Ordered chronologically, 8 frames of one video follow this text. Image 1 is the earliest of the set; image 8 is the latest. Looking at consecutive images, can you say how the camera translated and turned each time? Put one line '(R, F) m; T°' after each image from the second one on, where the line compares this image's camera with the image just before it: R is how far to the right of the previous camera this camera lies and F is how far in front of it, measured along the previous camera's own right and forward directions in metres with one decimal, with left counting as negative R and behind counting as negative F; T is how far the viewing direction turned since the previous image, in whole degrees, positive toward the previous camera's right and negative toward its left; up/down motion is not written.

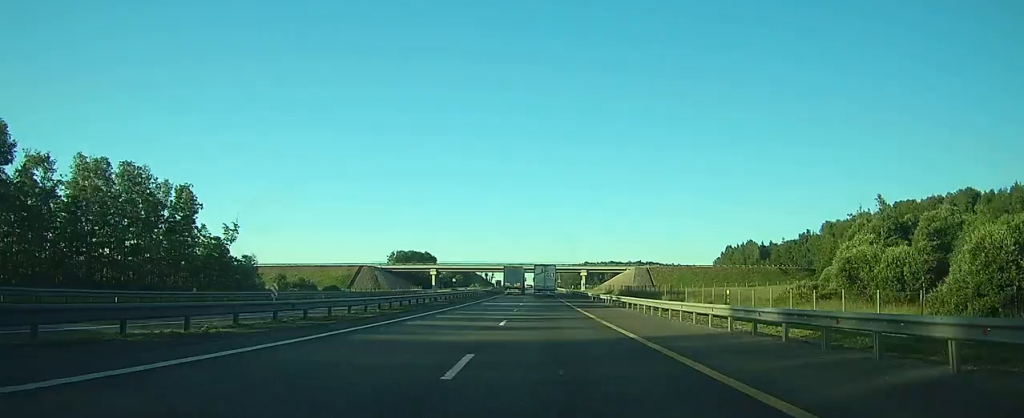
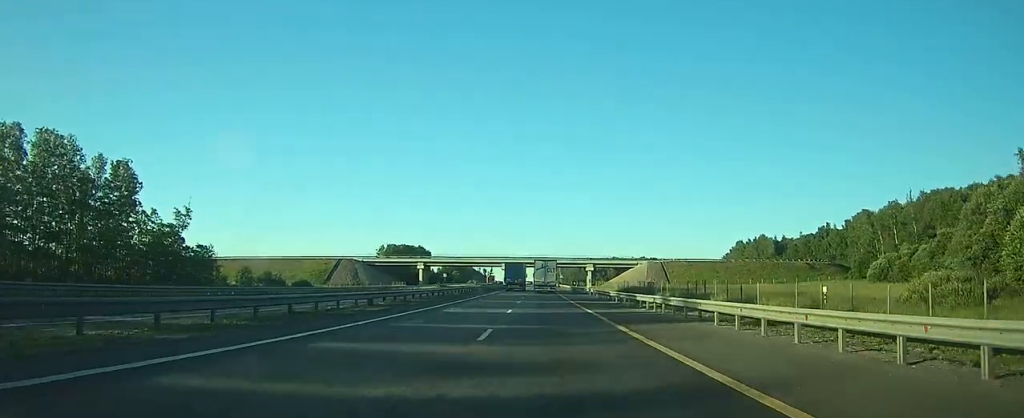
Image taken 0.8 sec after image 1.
(+0.1, +18.7) m; 0°
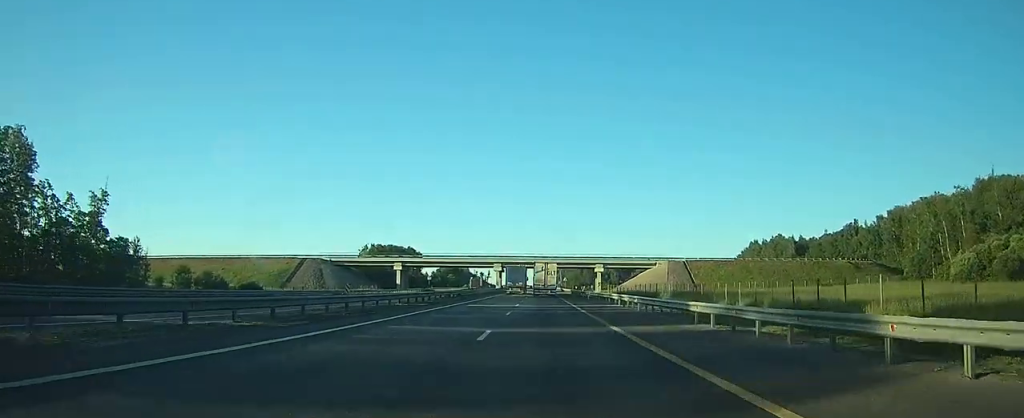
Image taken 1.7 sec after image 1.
(0.0, +23.7) m; 0°
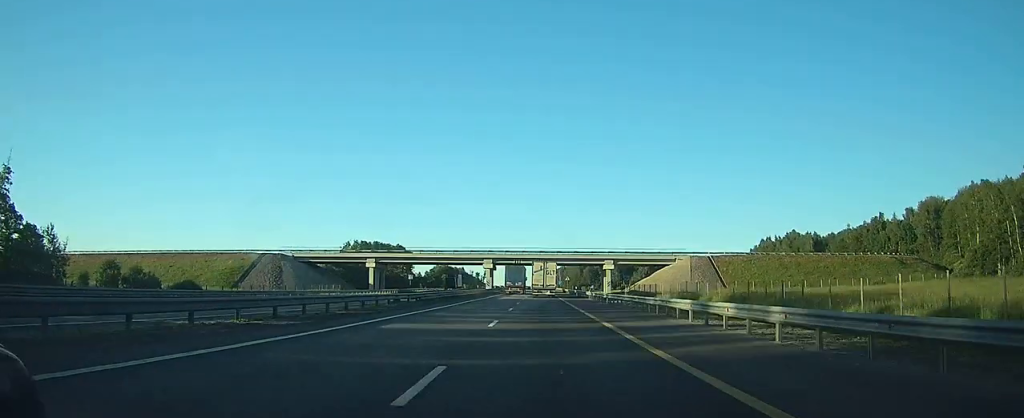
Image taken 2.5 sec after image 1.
(0.0, +19.7) m; 0°
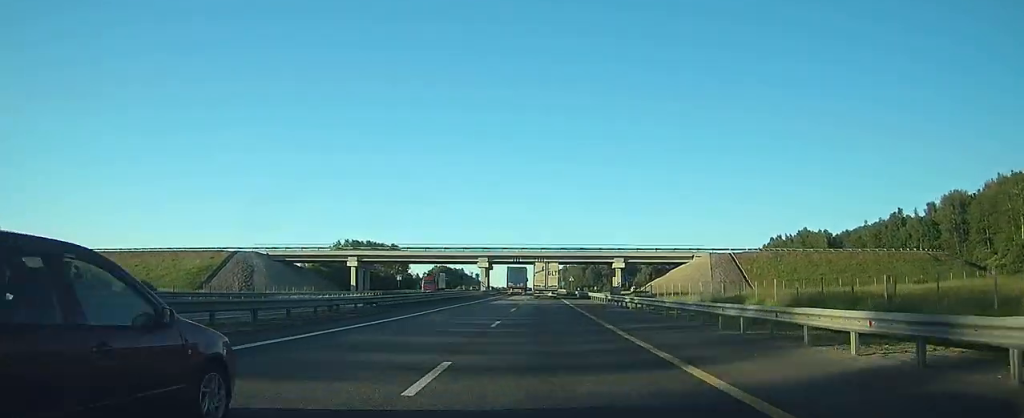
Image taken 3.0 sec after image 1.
(0.0, +11.5) m; 0°
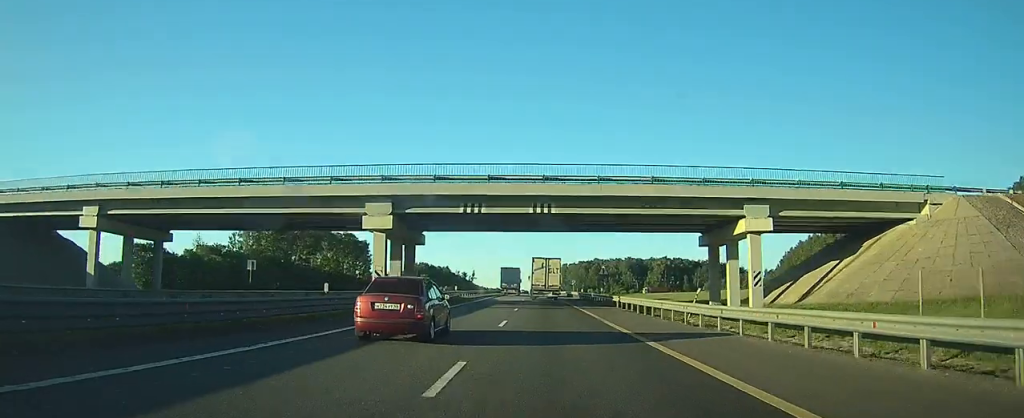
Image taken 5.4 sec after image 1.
(-0.2, +60.0) m; 0°
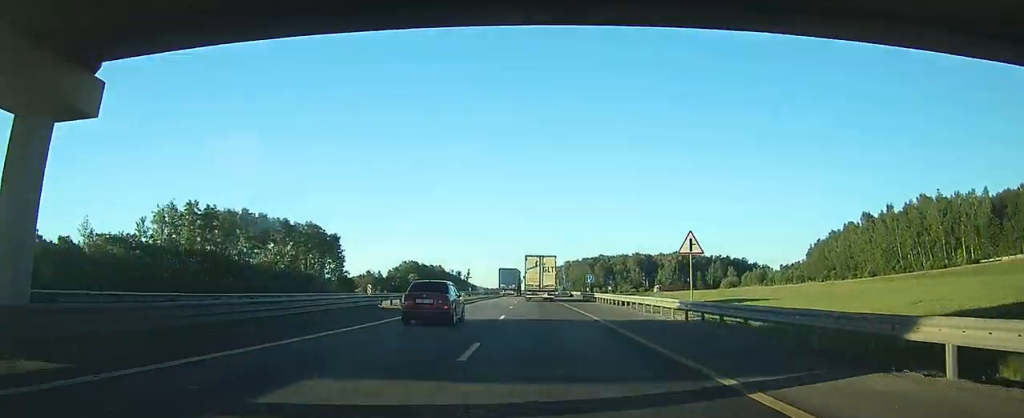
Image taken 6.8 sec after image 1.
(+0.2, +32.8) m; +1°
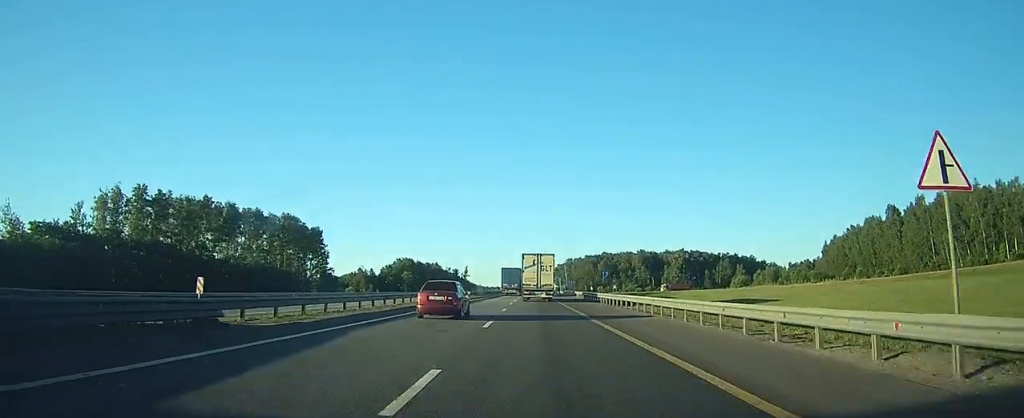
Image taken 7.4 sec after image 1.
(0.0, +16.3) m; 0°
